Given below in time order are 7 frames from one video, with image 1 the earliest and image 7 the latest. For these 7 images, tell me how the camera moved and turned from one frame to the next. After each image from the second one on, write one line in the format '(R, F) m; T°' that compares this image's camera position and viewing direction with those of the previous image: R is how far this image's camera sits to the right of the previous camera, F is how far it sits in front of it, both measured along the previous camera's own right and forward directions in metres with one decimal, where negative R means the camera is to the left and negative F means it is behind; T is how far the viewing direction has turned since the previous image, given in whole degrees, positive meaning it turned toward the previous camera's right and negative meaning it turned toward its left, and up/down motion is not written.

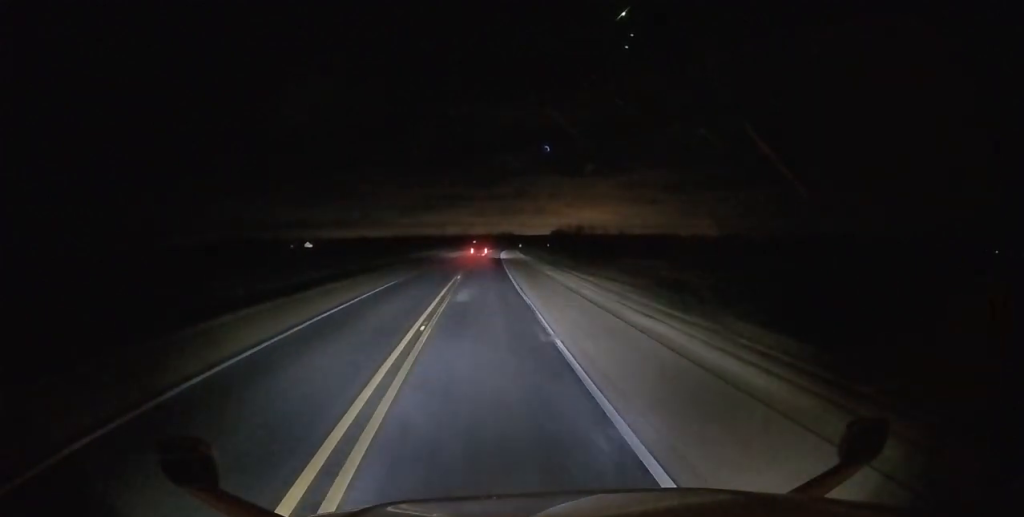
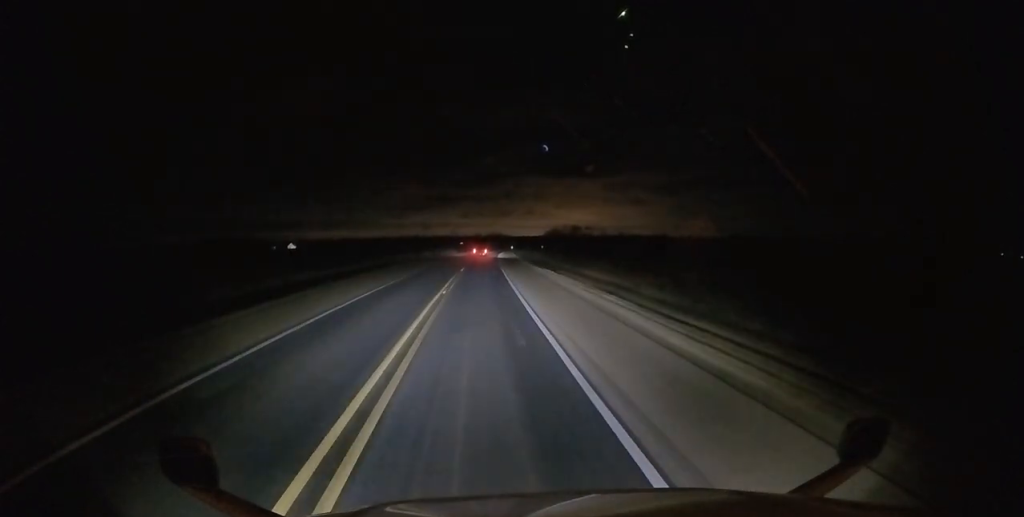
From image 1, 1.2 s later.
(+0.5, +31.3) m; +2°
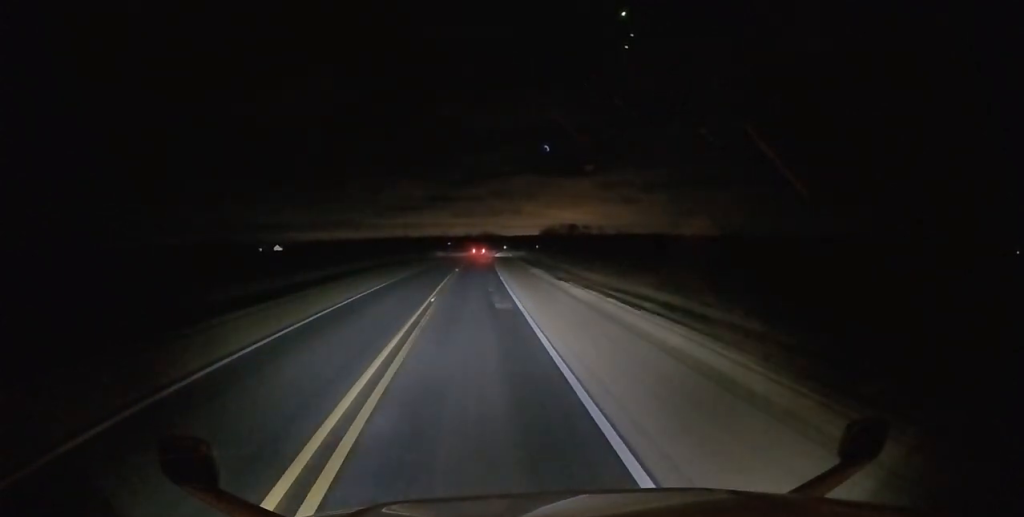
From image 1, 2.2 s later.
(+0.3, +23.7) m; +1°
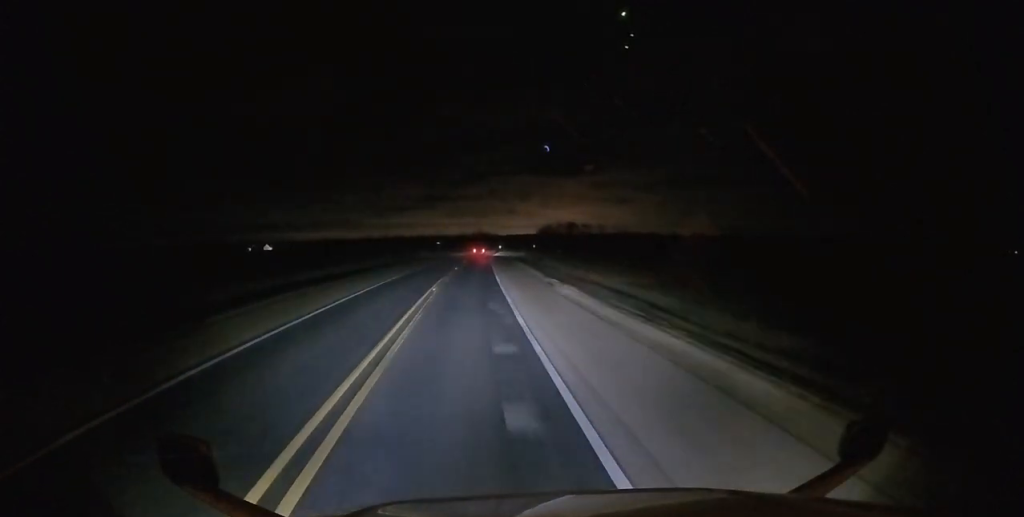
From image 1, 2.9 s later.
(0.0, +19.5) m; 0°
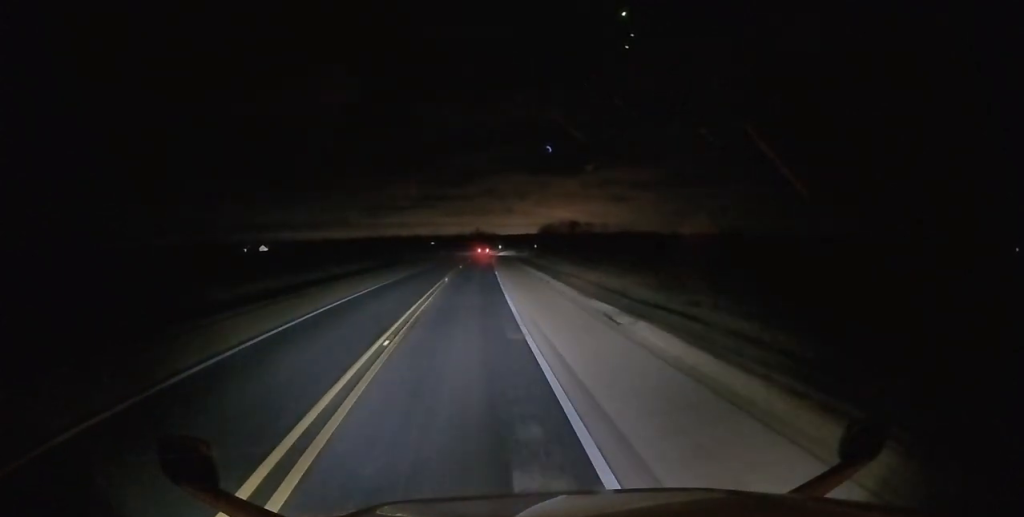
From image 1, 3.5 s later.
(0.0, +14.4) m; 0°
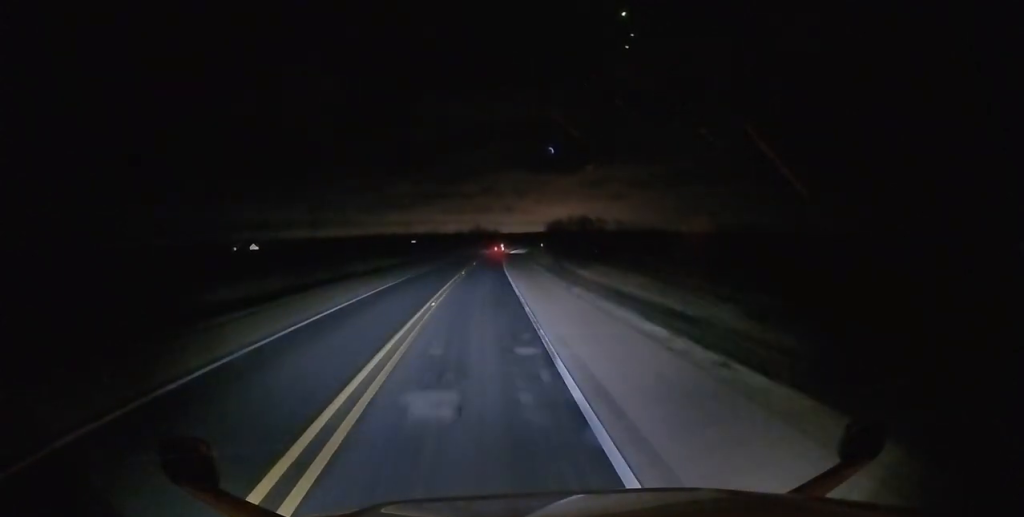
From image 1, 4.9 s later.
(-0.2, +35.0) m; 0°
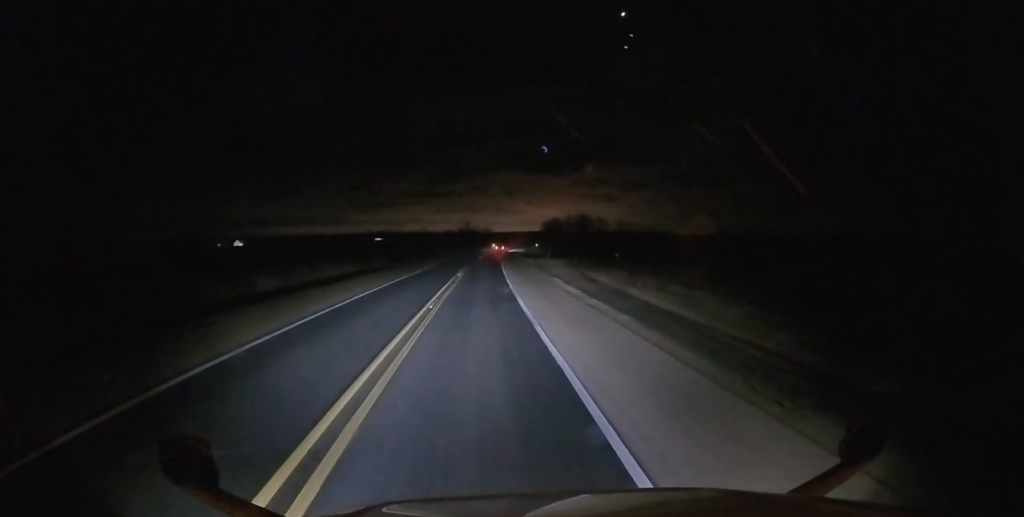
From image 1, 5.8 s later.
(+0.2, +23.1) m; +1°
